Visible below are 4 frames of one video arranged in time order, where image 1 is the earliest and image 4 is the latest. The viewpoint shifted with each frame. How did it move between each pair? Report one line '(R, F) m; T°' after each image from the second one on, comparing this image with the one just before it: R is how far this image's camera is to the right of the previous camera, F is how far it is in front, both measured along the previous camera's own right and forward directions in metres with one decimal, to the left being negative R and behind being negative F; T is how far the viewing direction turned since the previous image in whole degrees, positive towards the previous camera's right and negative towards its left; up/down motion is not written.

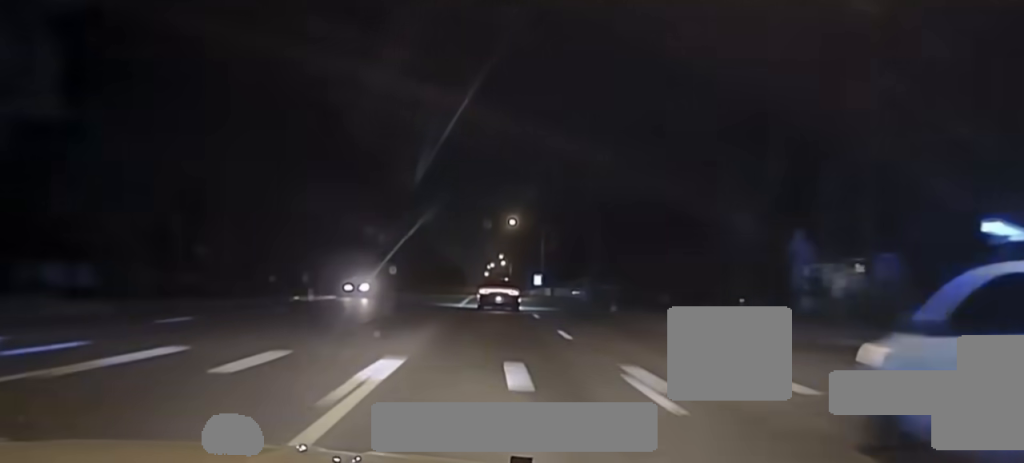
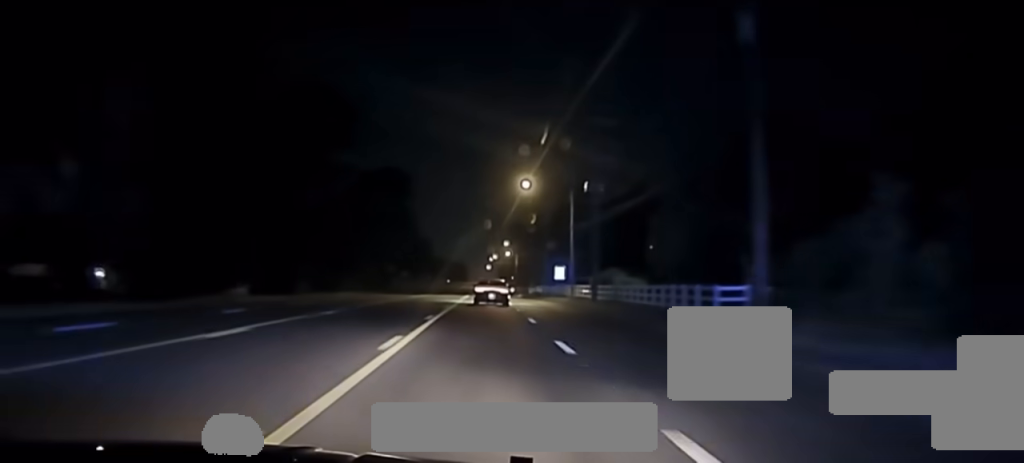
(+0.2, +37.3) m; 0°
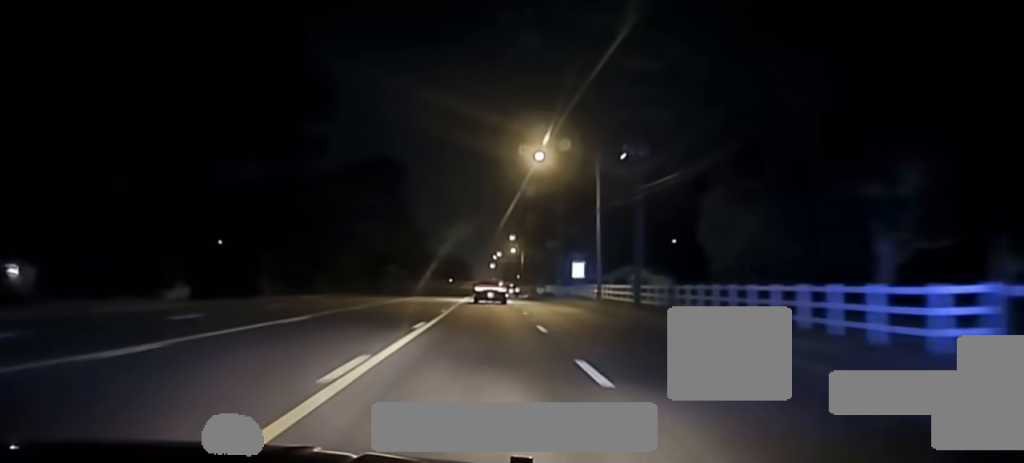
(0.0, +18.4) m; 0°
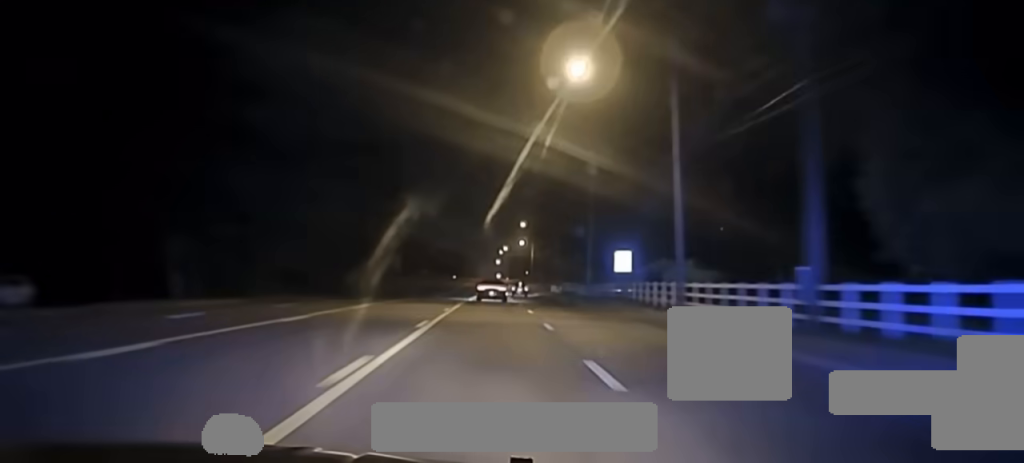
(0.0, +25.4) m; 0°
